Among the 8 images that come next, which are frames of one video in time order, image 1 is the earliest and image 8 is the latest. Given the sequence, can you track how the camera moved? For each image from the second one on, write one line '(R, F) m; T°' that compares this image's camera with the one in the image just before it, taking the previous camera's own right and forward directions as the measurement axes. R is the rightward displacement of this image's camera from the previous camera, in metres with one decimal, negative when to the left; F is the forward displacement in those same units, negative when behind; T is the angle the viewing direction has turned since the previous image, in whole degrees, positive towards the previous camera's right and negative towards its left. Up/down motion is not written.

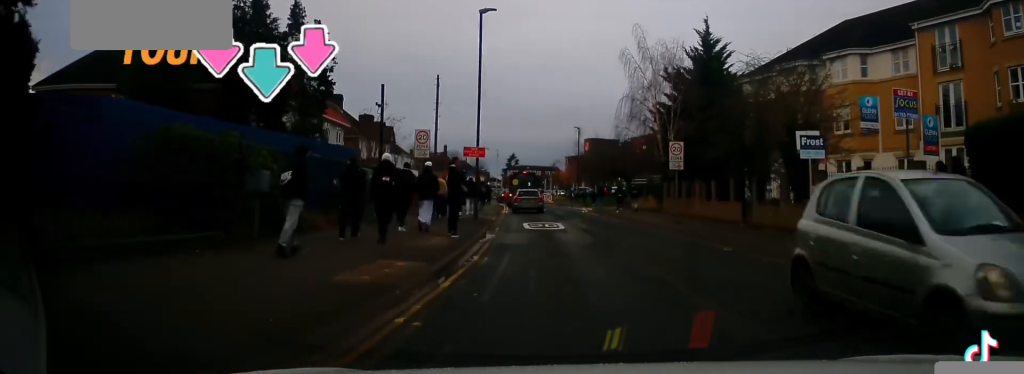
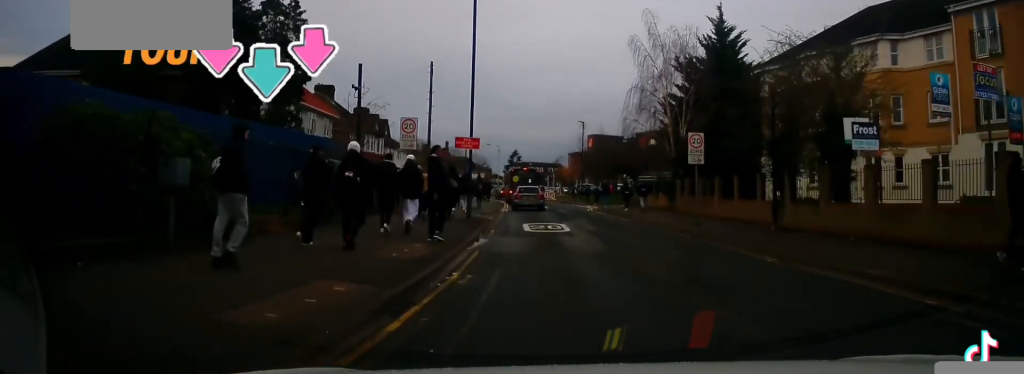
(0.0, +2.7) m; 0°
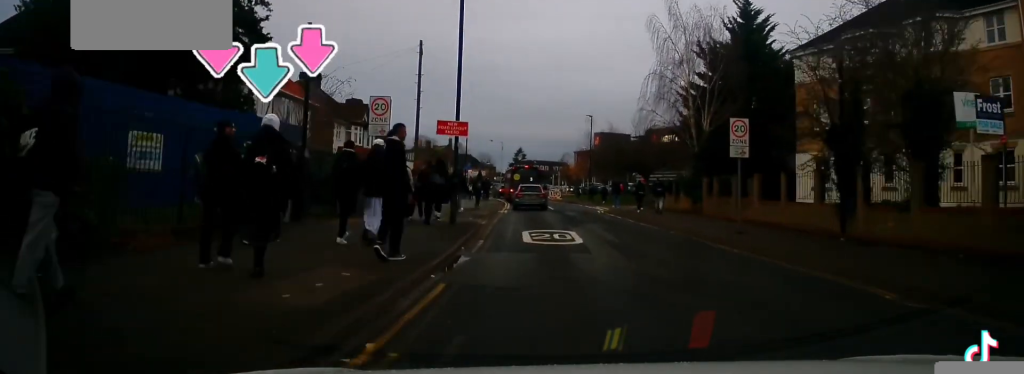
(0.0, +4.1) m; -2°
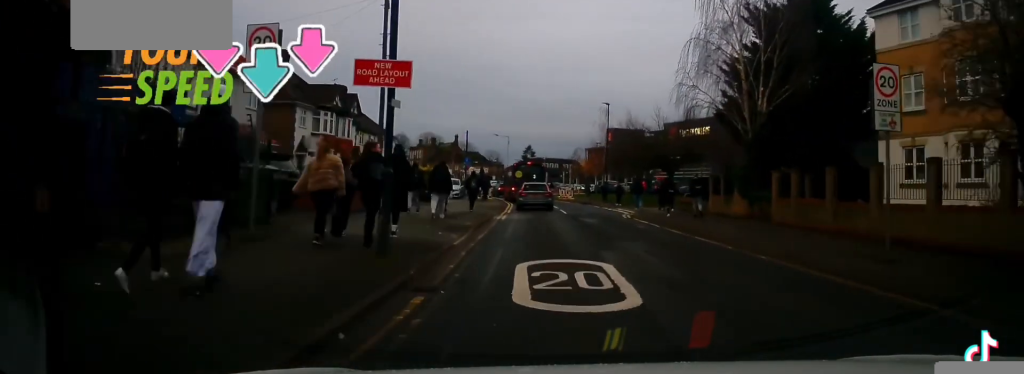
(-0.3, +7.4) m; -1°
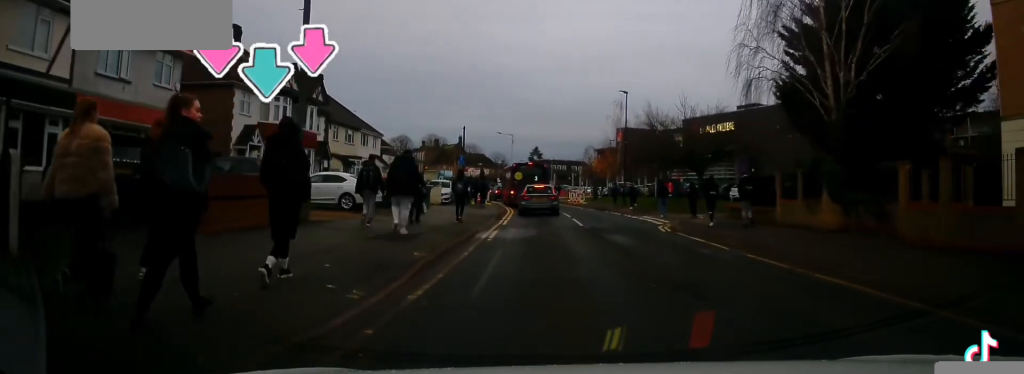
(+0.2, +7.3) m; 0°
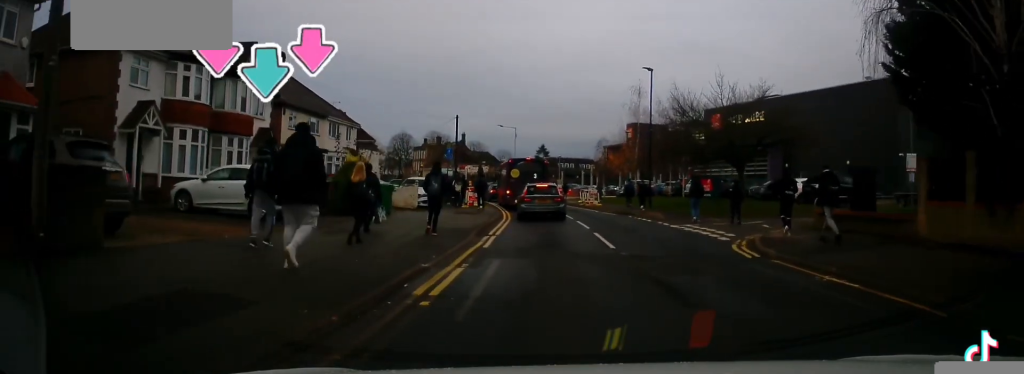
(-0.2, +7.8) m; -2°
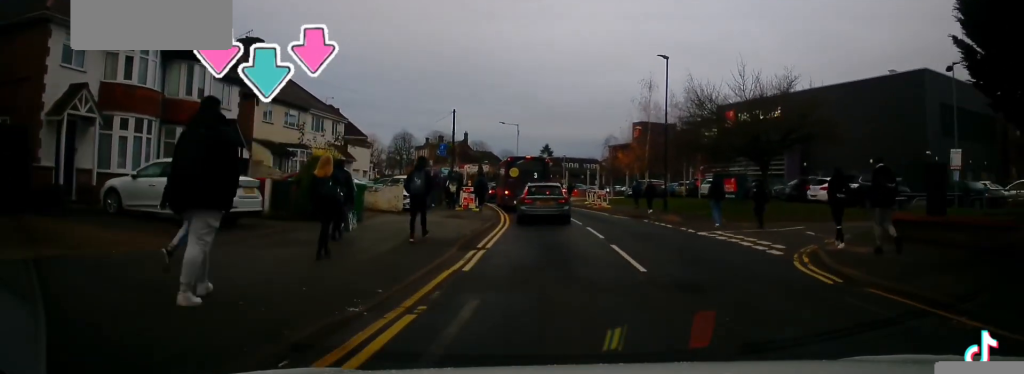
(0.0, +3.4) m; -1°
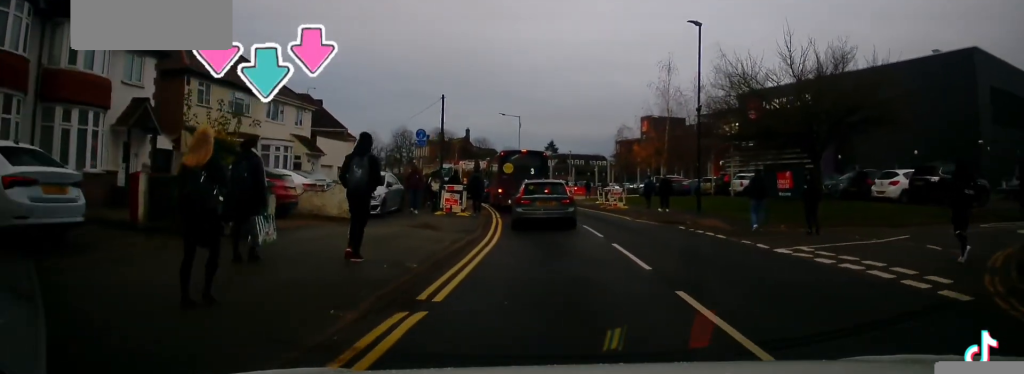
(-0.1, +5.9) m; +1°
